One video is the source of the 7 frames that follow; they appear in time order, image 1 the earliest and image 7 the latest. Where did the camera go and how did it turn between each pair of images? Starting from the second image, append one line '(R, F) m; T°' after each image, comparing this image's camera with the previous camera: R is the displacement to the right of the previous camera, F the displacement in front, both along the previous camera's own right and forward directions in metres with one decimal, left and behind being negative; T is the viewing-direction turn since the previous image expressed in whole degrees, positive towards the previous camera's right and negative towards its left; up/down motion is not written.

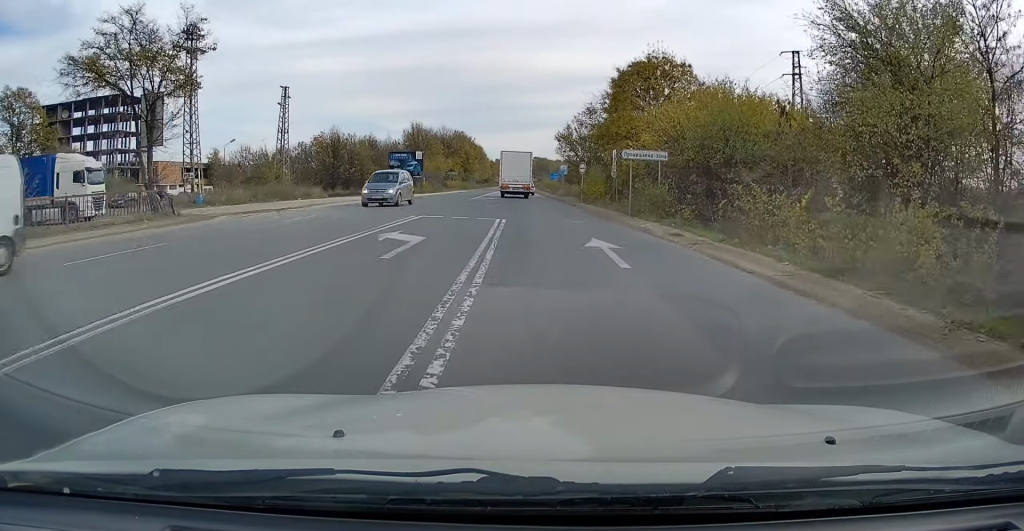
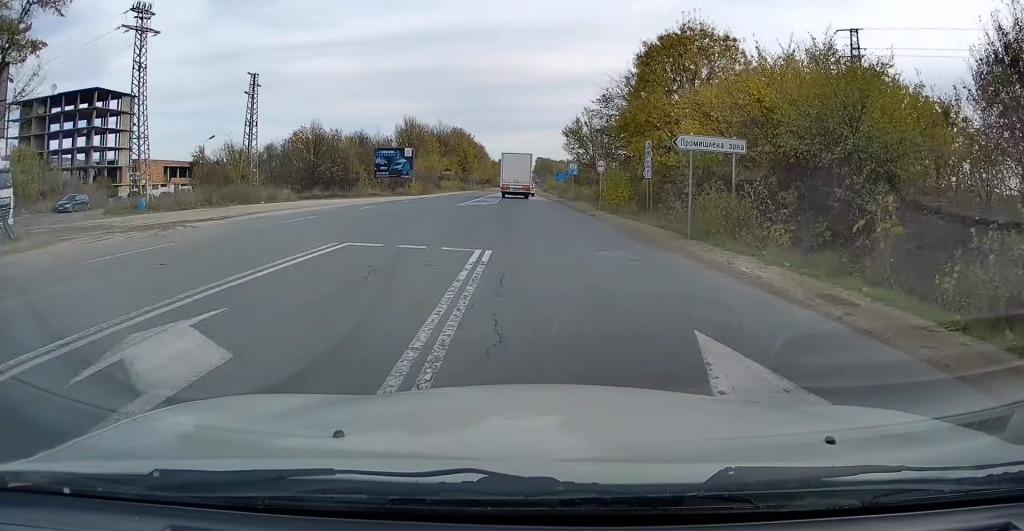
(0.0, +8.8) m; 0°
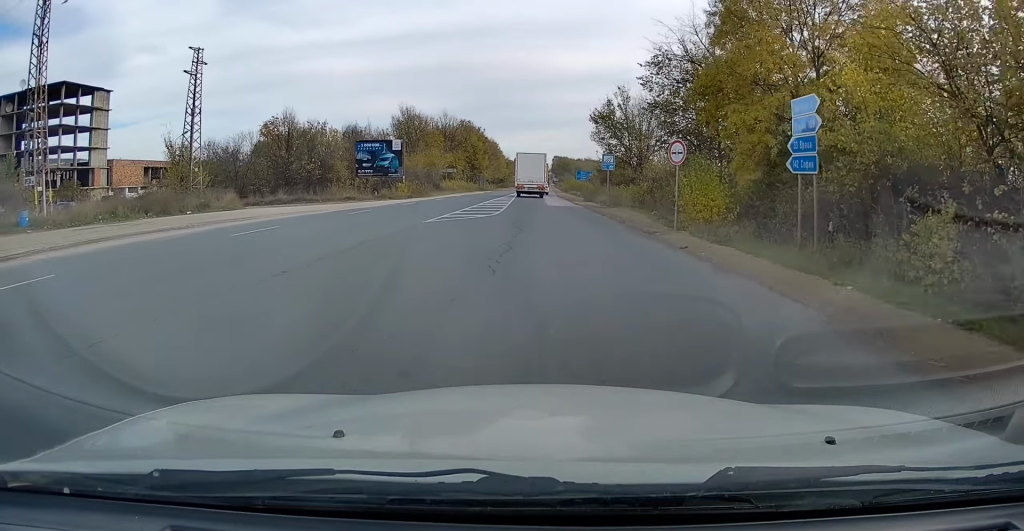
(+0.1, +12.9) m; 0°
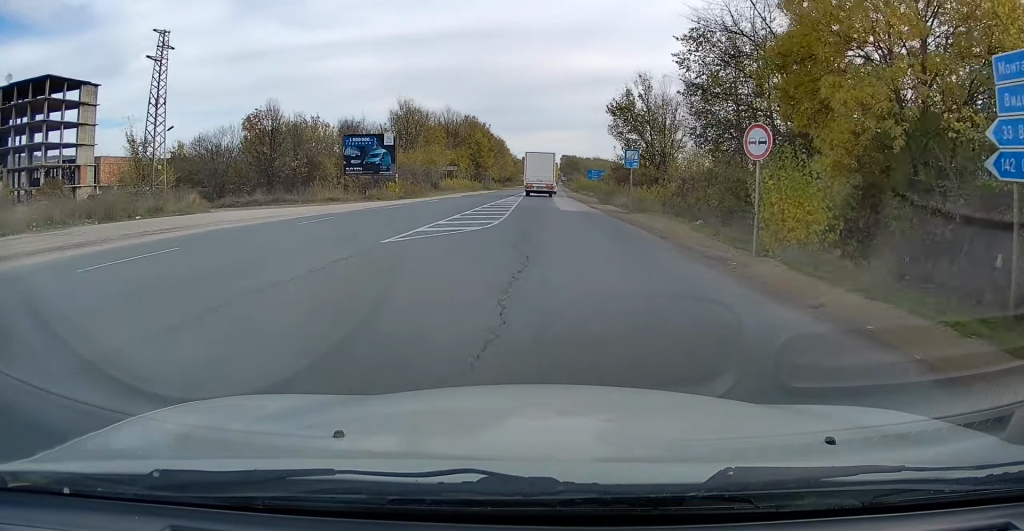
(0.0, +5.6) m; 0°
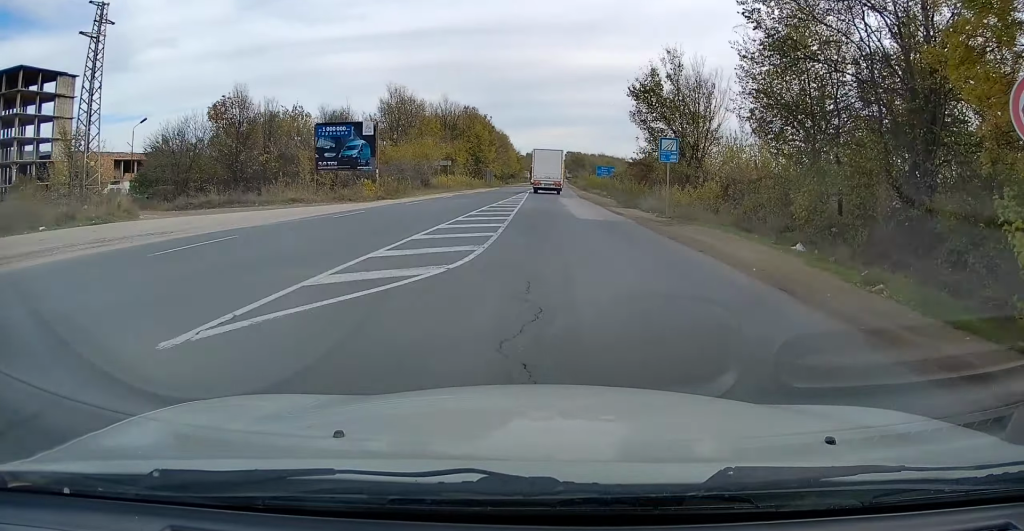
(0.0, +7.2) m; 0°
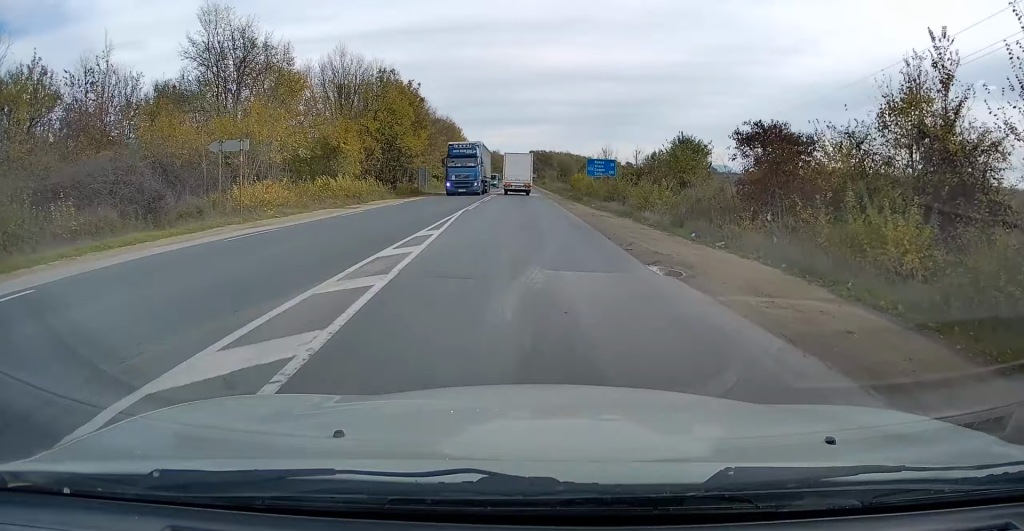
(+0.1, +28.7) m; 0°
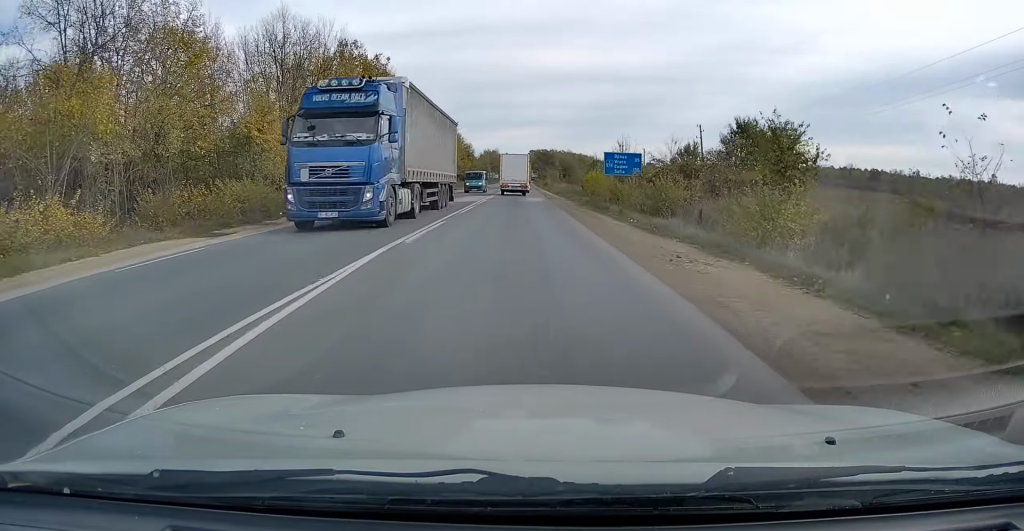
(0.0, +9.7) m; +1°
